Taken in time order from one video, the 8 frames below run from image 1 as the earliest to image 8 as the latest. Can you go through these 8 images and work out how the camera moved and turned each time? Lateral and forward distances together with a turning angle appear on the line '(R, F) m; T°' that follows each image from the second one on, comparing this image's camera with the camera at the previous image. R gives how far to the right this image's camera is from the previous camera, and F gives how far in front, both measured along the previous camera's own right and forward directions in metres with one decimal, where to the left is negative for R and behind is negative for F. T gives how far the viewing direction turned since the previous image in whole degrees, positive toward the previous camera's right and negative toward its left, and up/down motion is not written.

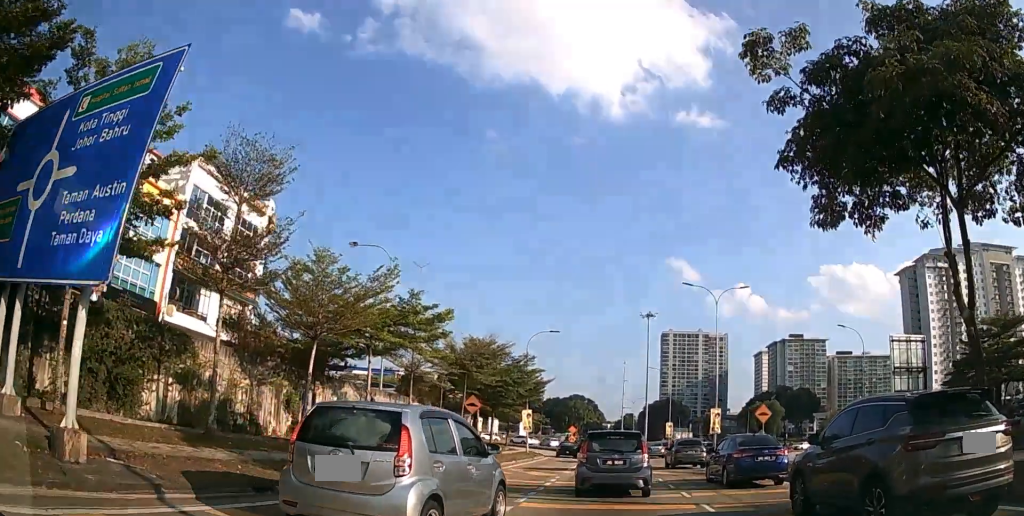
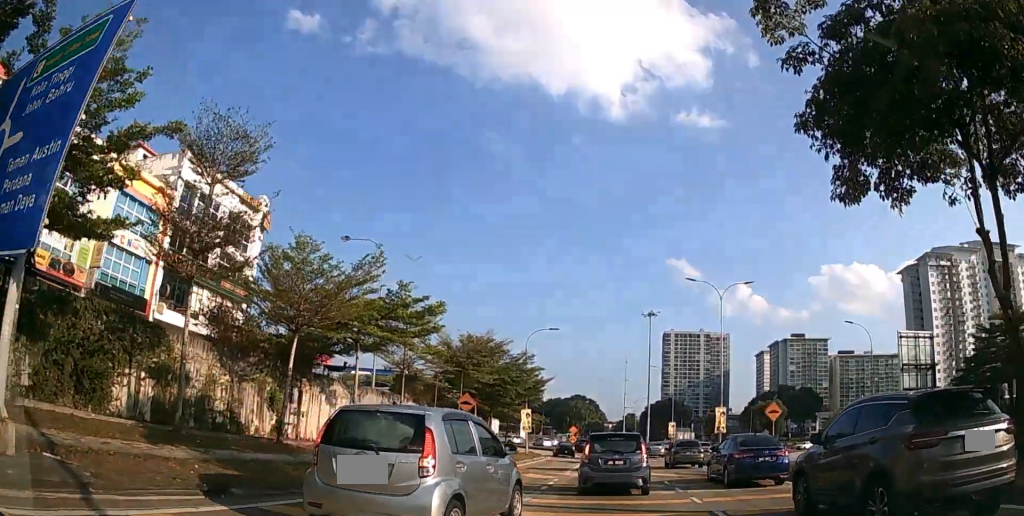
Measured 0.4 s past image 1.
(0.0, +1.4) m; -1°
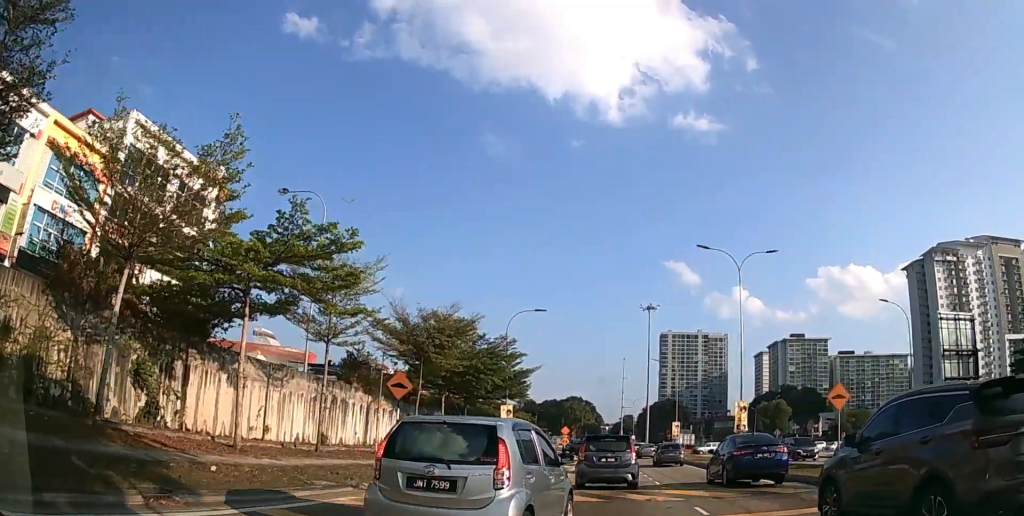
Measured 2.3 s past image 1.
(+0.1, +6.7) m; +1°
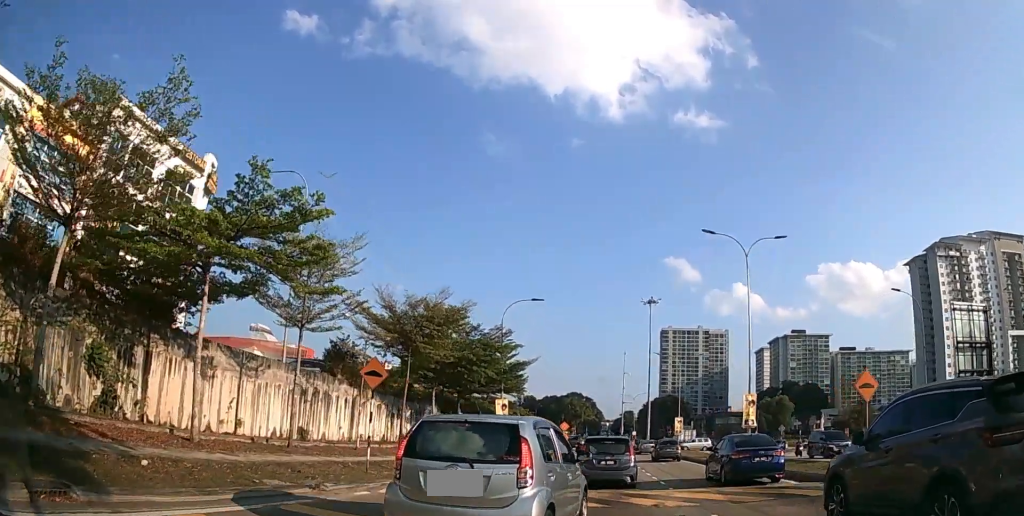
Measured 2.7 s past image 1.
(0.0, +1.8) m; 0°
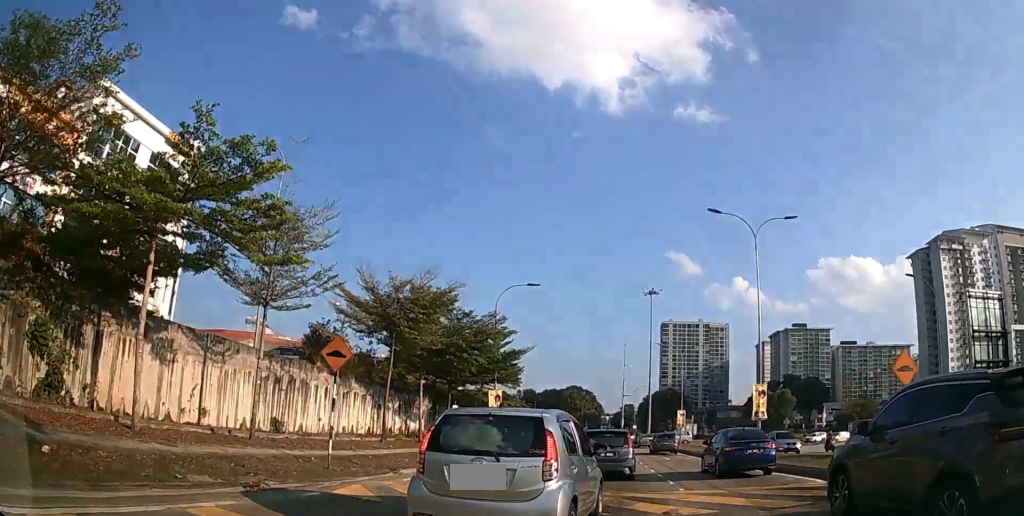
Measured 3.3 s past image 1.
(0.0, +2.2) m; 0°
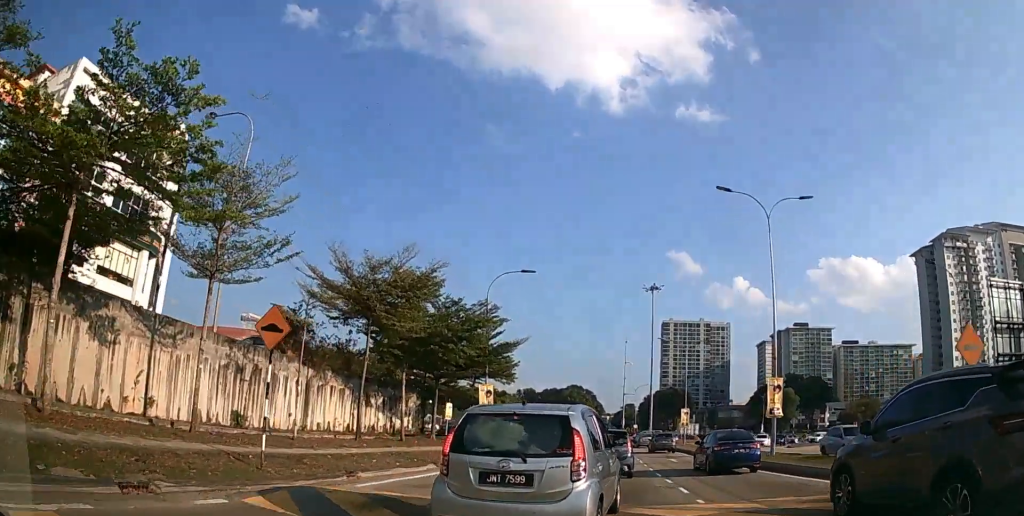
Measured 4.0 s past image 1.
(0.0, +2.6) m; 0°
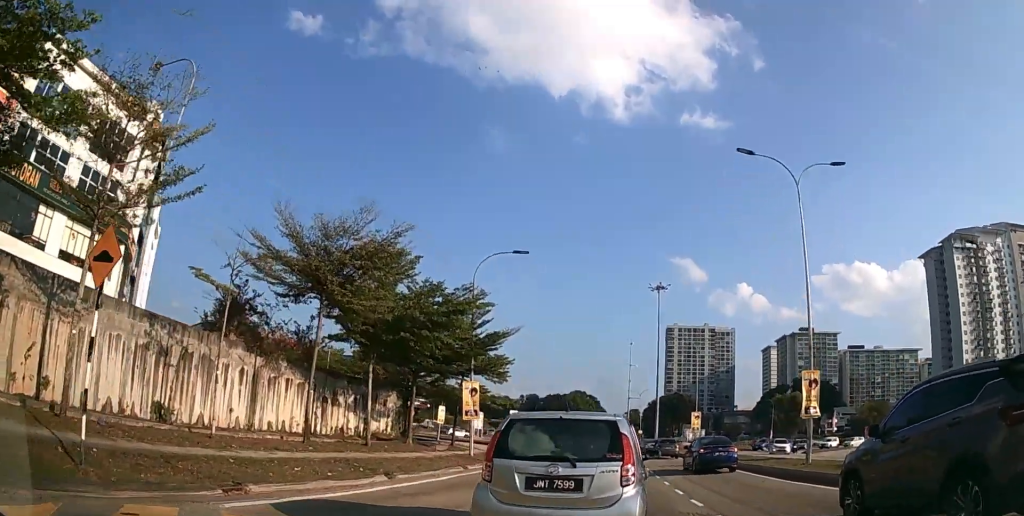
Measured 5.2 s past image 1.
(0.0, +4.2) m; -1°
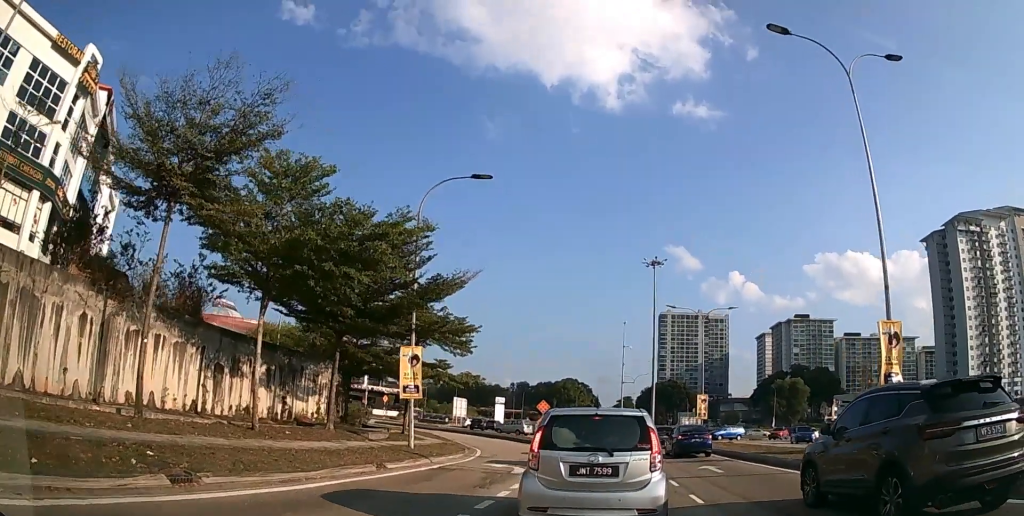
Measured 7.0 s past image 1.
(-0.1, +7.1) m; 0°
